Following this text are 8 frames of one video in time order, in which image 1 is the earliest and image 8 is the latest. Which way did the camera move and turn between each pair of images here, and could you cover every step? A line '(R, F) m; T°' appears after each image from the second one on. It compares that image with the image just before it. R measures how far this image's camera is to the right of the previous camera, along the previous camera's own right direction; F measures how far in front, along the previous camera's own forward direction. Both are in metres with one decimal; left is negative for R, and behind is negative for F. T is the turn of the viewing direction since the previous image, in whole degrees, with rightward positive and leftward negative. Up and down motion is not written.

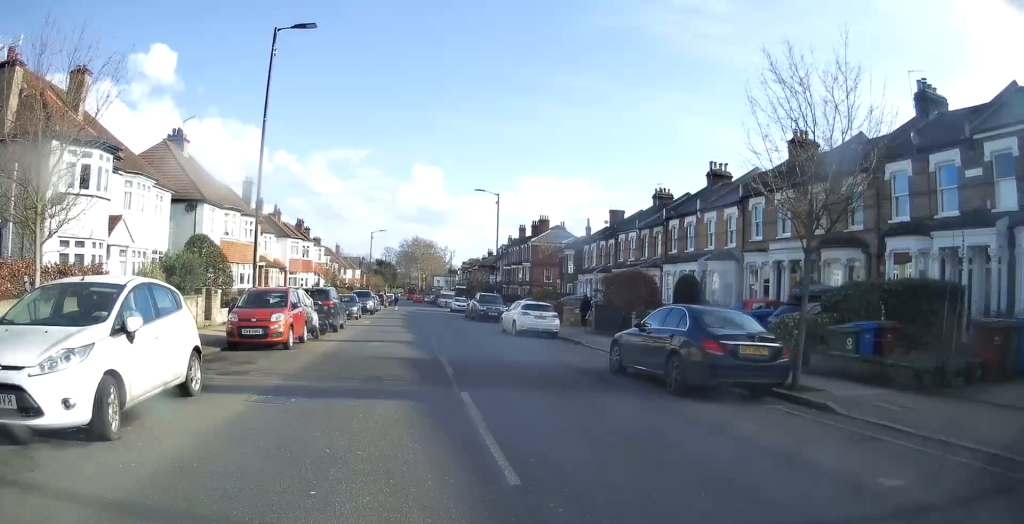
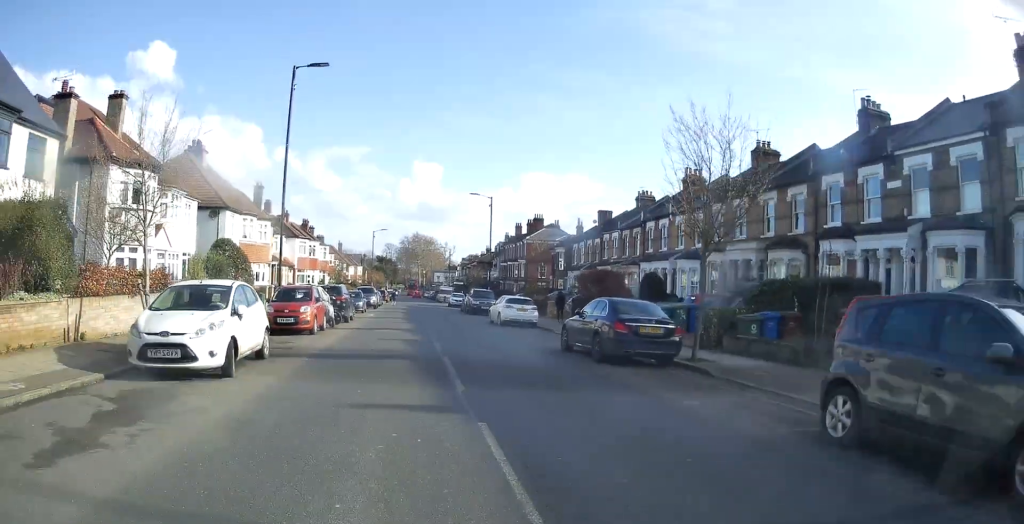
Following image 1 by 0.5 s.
(0.0, +4.0) m; -1°
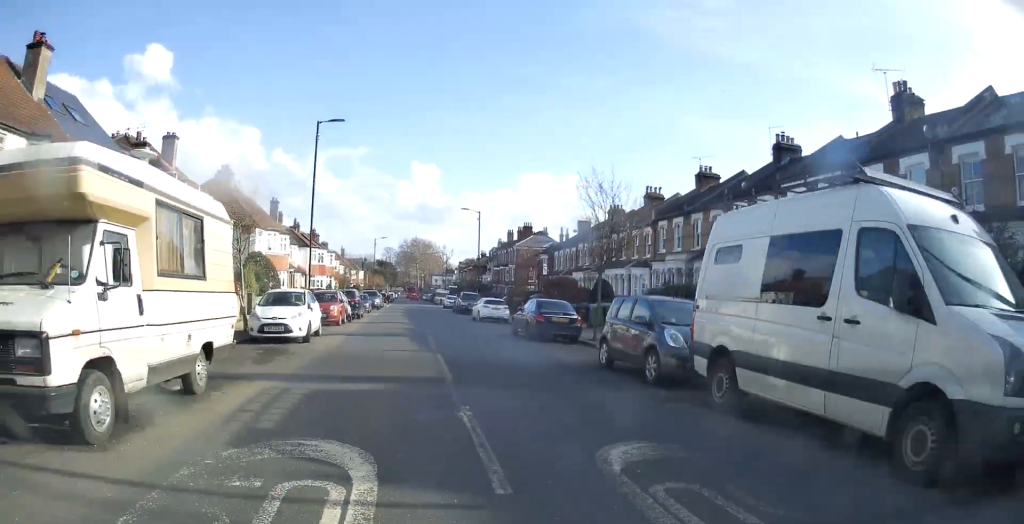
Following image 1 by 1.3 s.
(-0.1, +7.6) m; 0°
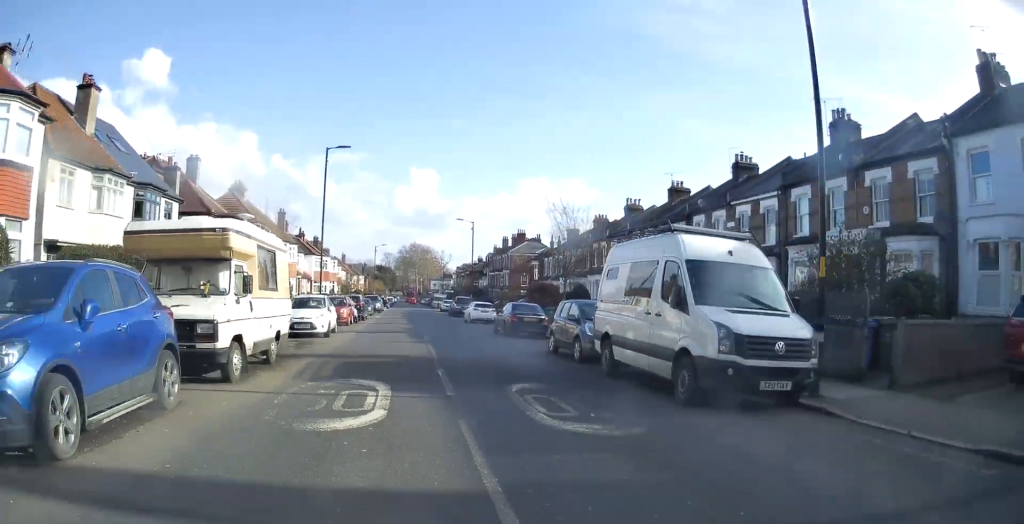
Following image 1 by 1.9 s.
(0.0, +4.7) m; 0°
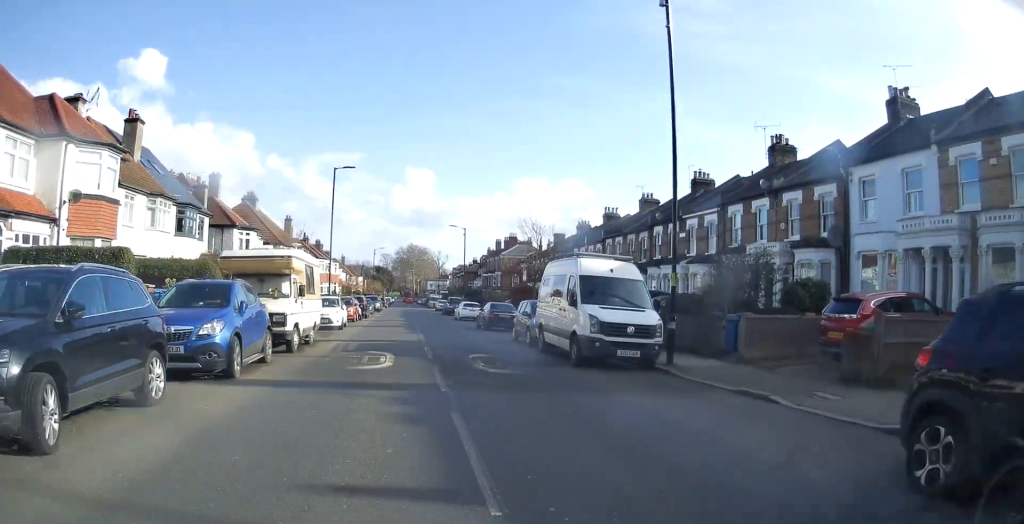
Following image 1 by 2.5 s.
(0.0, +5.7) m; +1°
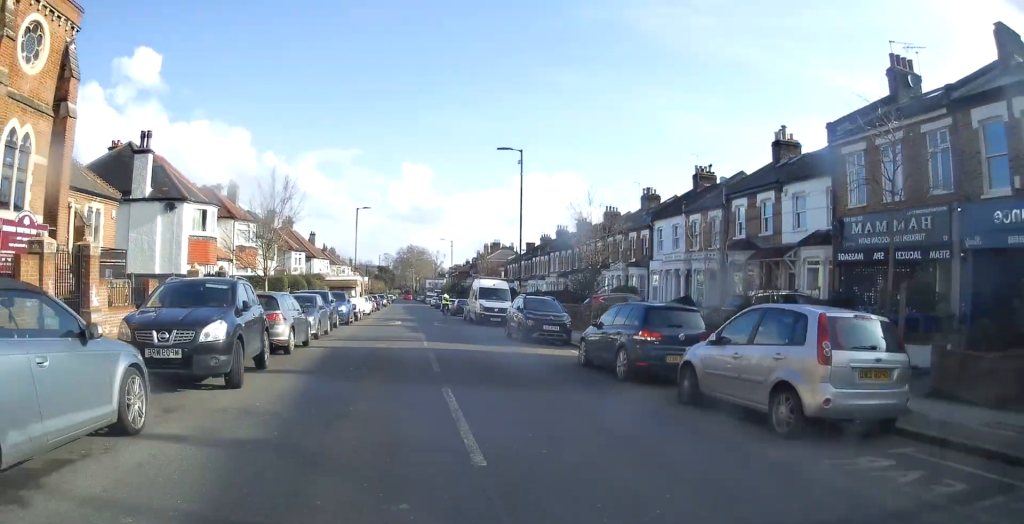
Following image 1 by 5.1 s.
(+0.8, +20.6) m; +1°
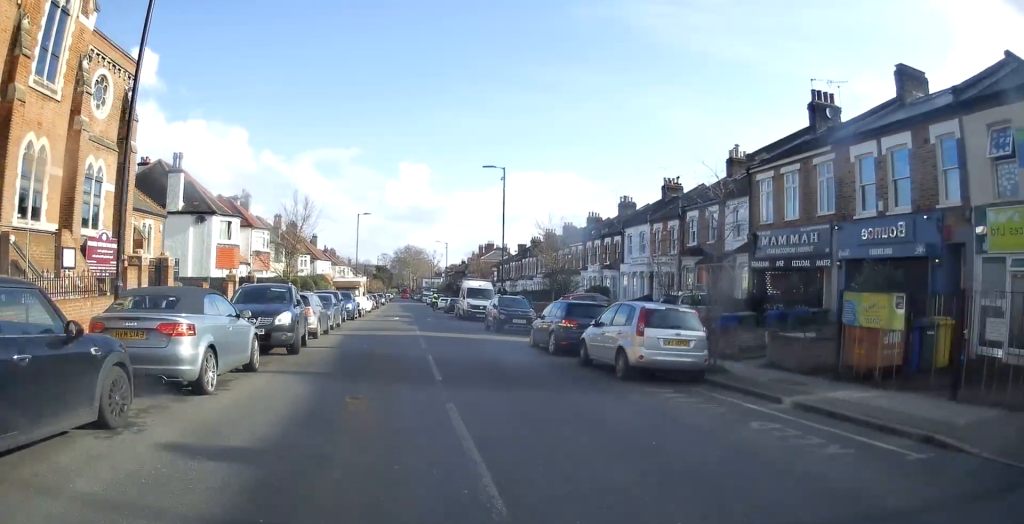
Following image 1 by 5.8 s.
(-0.1, +5.0) m; -2°
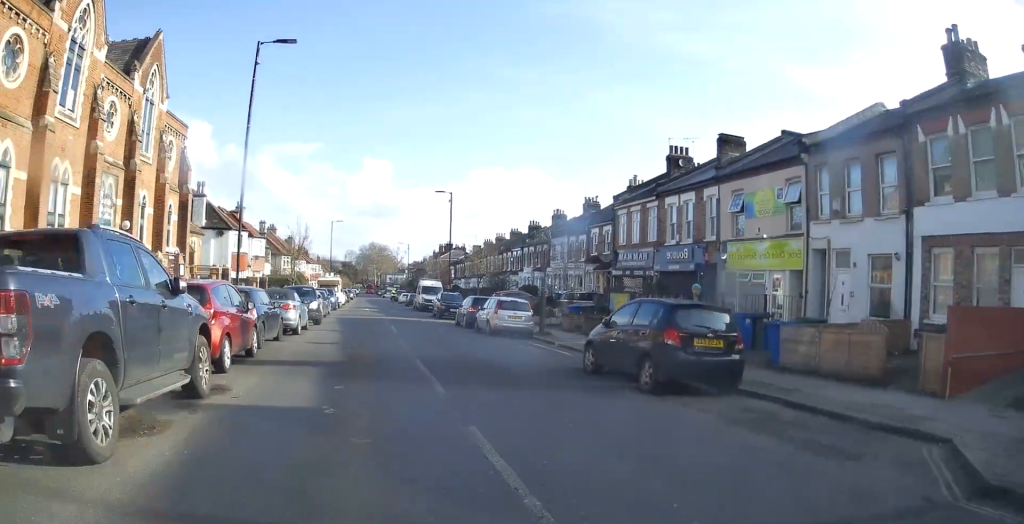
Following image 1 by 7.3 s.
(0.0, +11.4) m; +2°
